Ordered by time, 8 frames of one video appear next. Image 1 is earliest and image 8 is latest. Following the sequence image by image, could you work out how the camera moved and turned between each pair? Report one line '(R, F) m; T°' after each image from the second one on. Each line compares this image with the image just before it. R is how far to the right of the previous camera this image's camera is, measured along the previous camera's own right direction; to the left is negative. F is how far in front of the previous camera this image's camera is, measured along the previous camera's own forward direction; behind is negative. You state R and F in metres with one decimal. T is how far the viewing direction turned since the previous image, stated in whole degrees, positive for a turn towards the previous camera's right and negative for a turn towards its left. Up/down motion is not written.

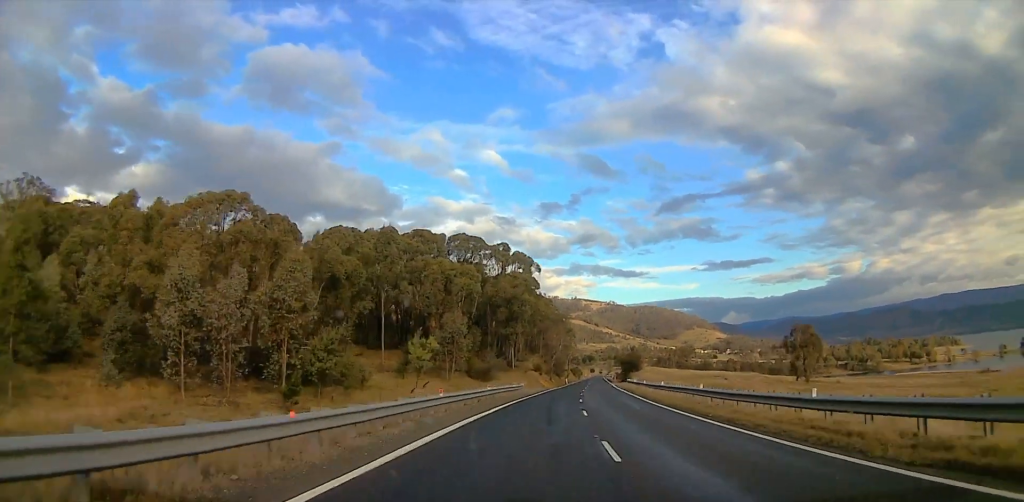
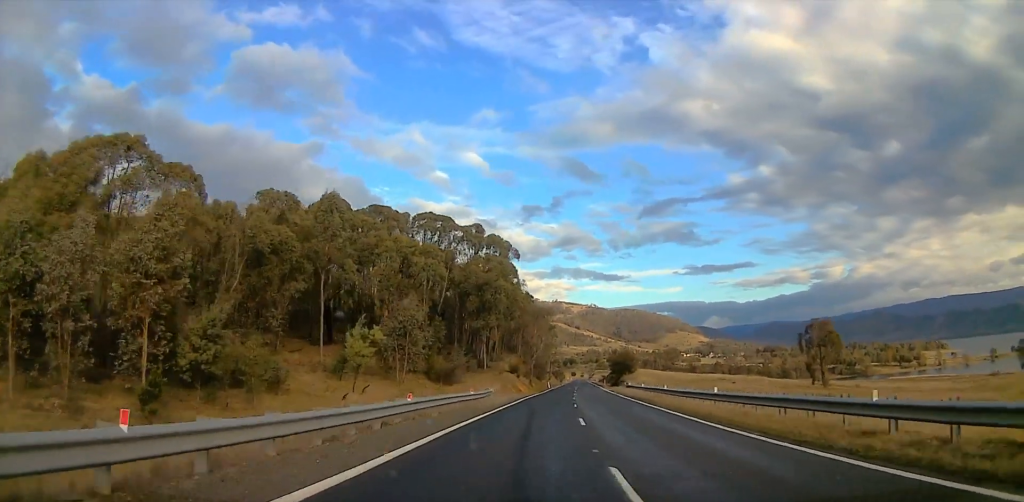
(+0.2, +15.5) m; +3°
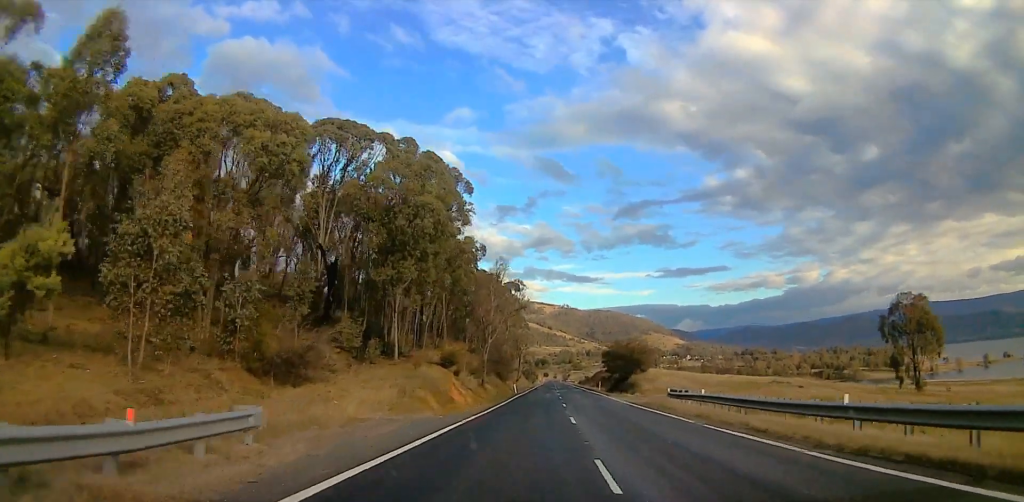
(+1.7, +34.7) m; +2°
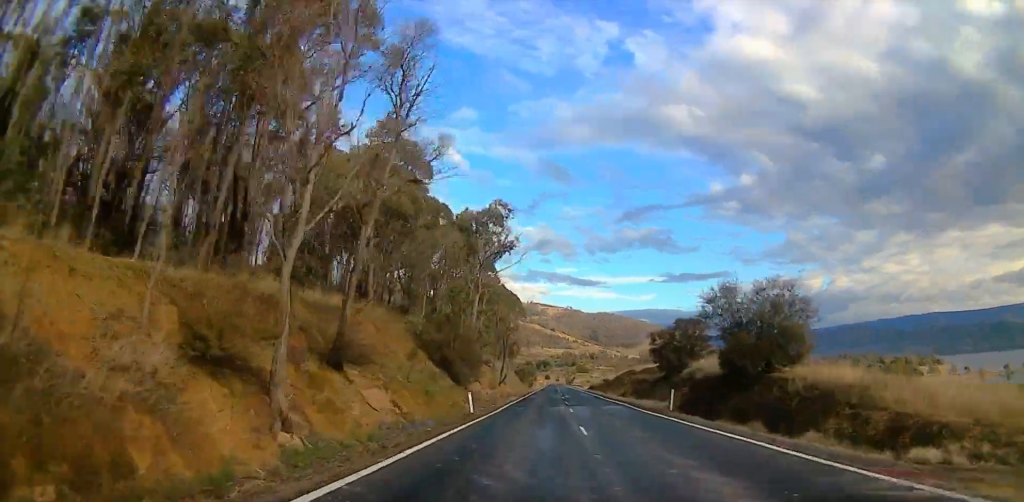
(-1.6, +39.6) m; -2°
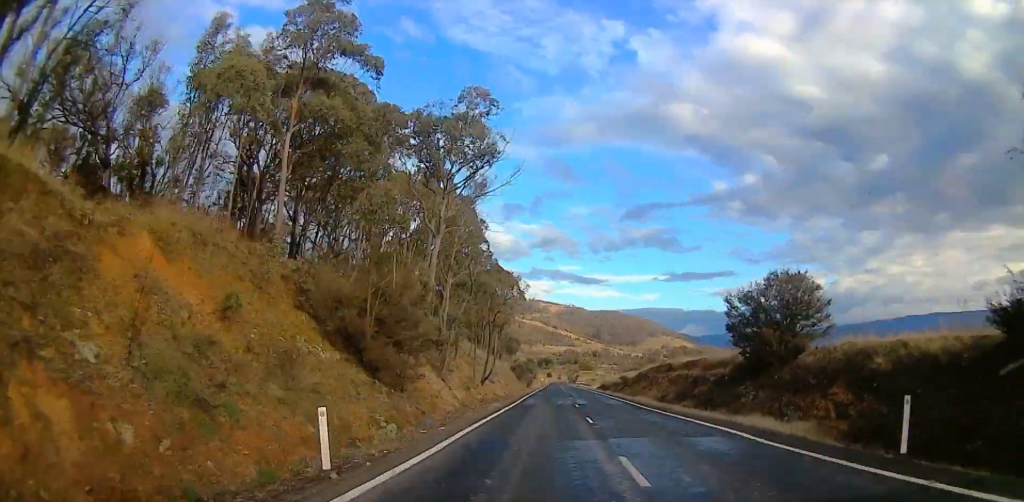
(+0.8, +19.2) m; +2°
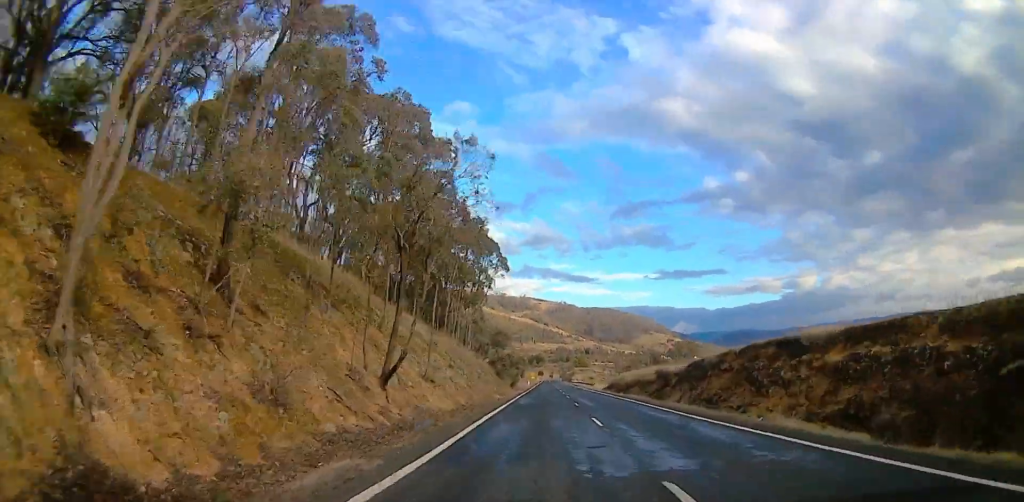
(+0.4, +27.3) m; +1°
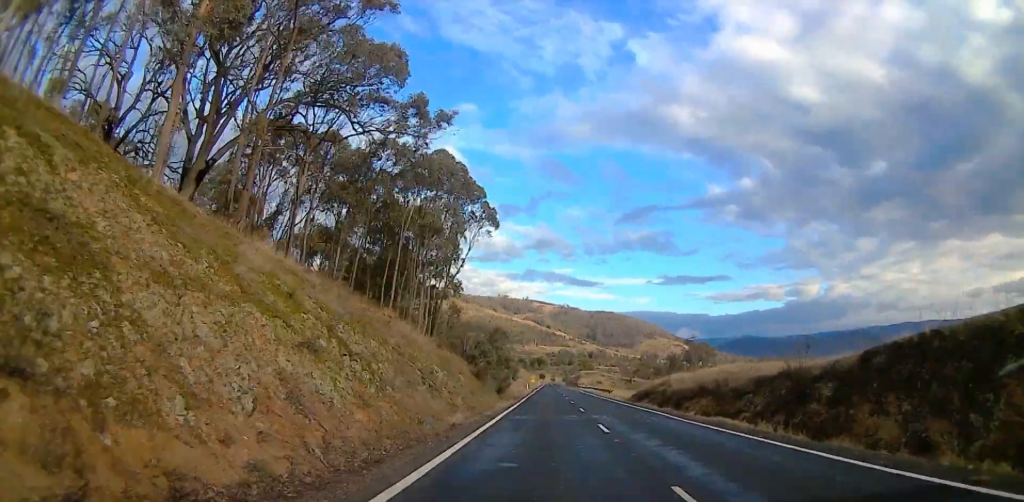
(0.0, +23.2) m; 0°
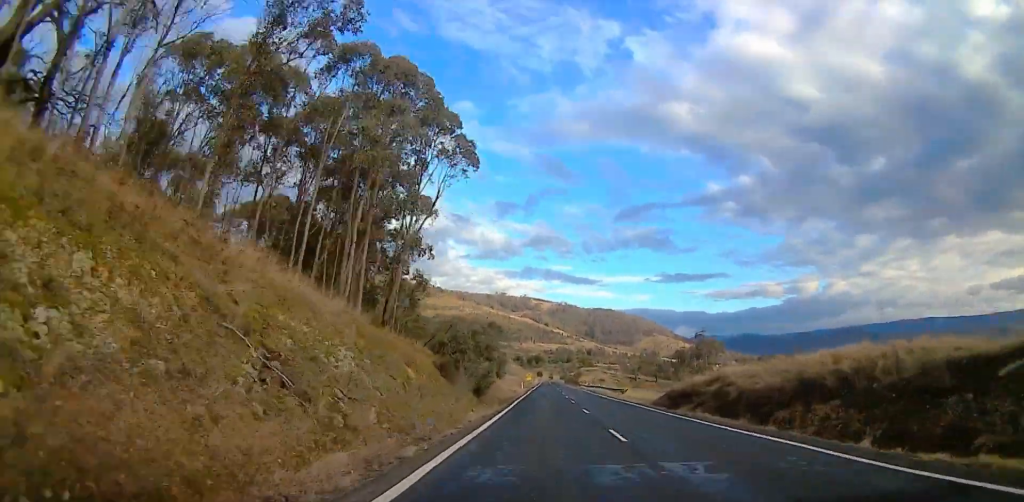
(0.0, +15.1) m; 0°
